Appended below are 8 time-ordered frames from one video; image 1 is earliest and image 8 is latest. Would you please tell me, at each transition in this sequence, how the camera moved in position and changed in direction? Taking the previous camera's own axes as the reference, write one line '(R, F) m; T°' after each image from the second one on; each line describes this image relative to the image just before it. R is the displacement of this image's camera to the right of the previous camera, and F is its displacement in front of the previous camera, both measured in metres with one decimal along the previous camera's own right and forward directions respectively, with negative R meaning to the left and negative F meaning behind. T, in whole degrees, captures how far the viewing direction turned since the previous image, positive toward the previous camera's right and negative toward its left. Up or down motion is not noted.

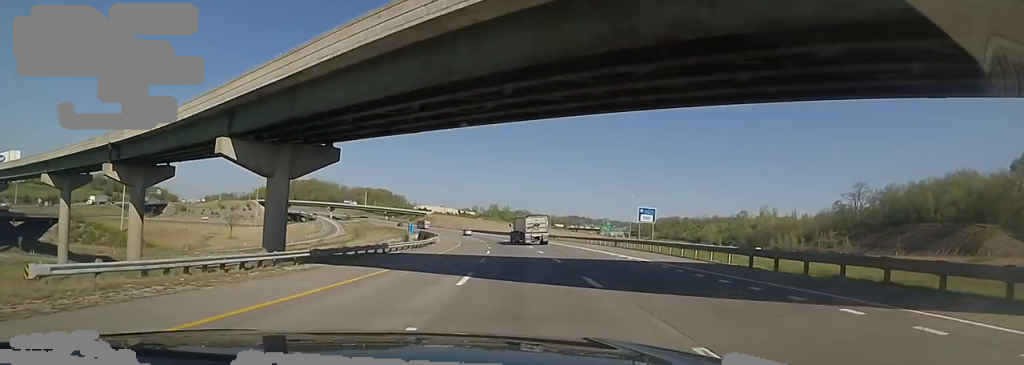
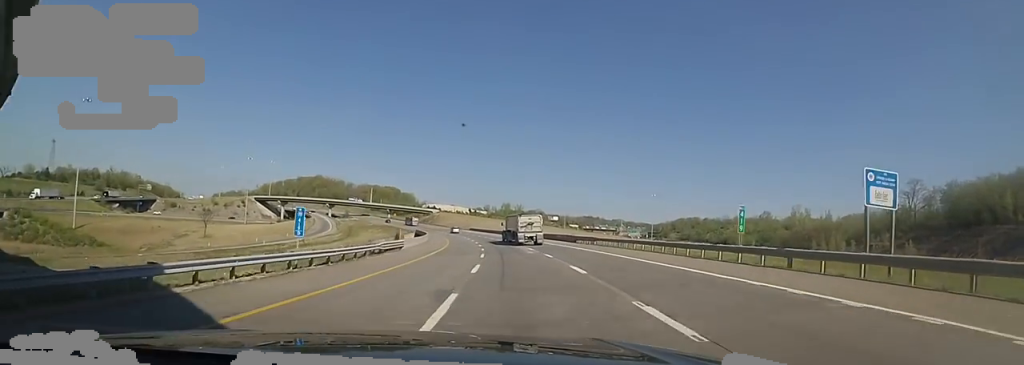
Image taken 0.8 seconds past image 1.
(-0.5, +25.5) m; -3°
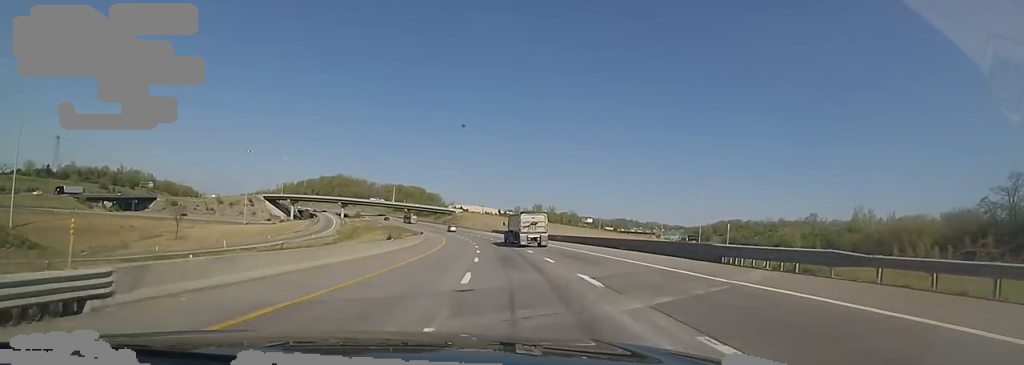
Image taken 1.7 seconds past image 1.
(-0.7, +32.1) m; -3°
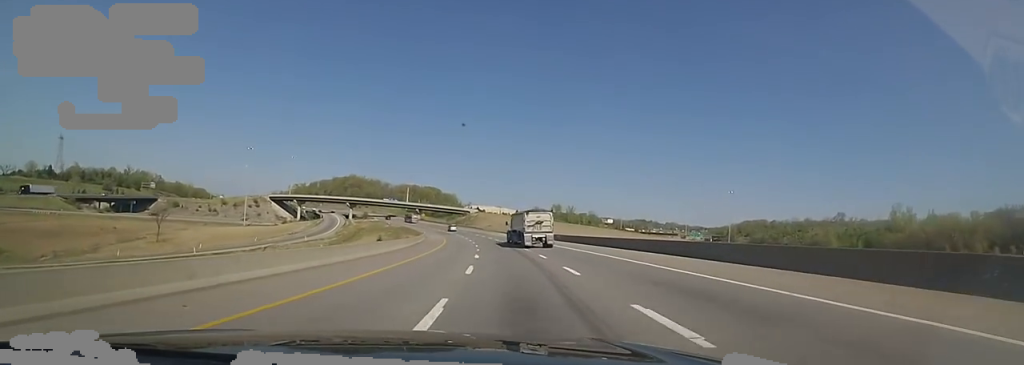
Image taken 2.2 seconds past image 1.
(-0.5, +16.5) m; -2°
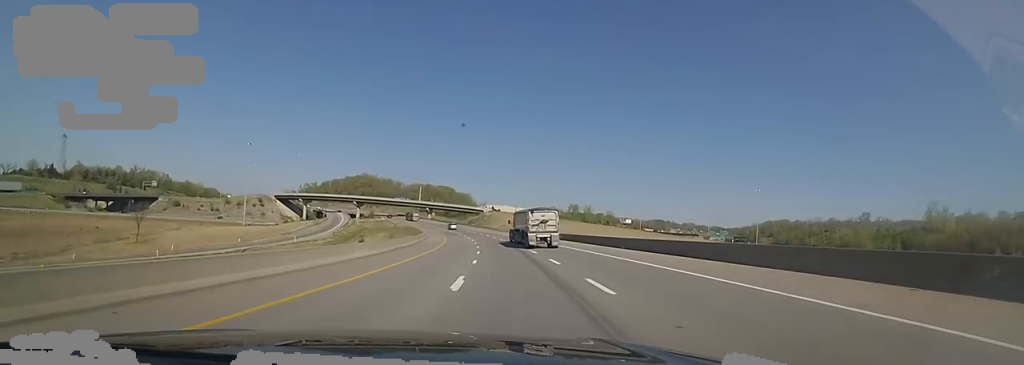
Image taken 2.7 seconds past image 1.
(-0.1, +14.4) m; -1°
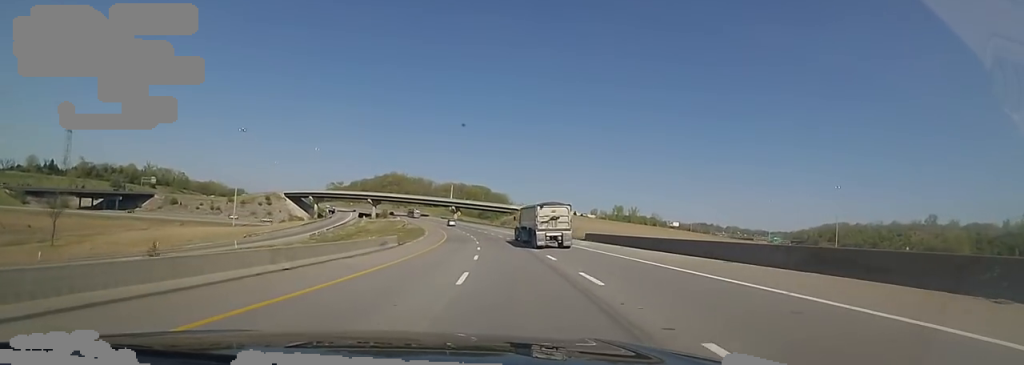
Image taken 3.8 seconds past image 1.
(-1.5, +37.3) m; -6°
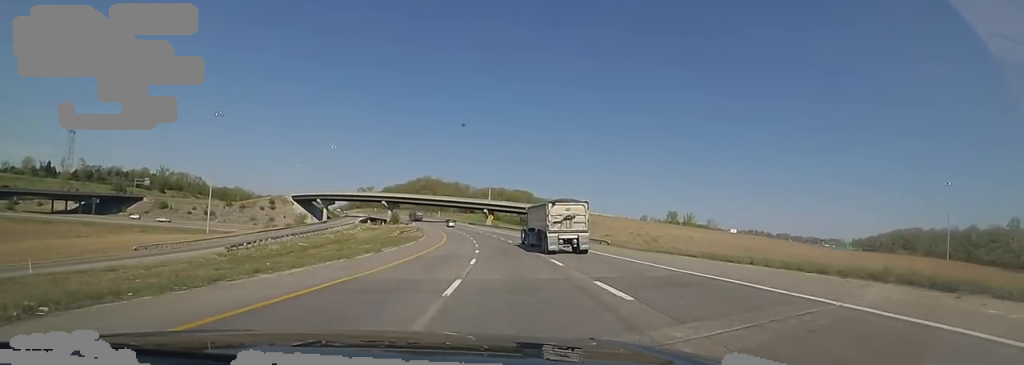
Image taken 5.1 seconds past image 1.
(-2.3, +41.4) m; -4°
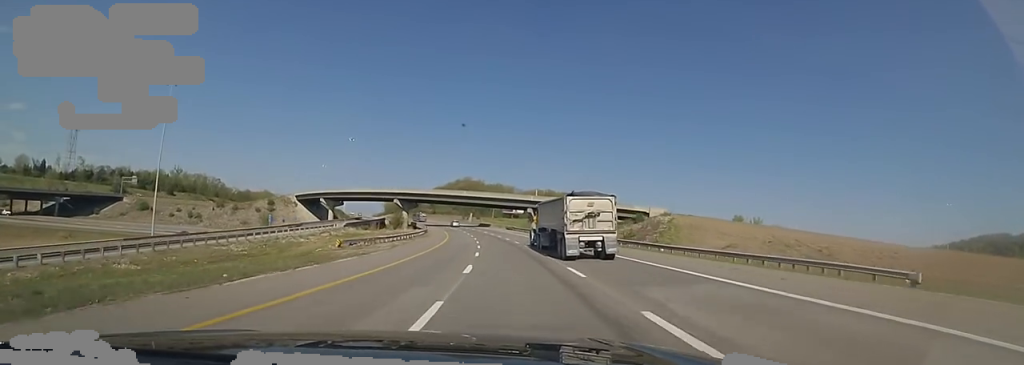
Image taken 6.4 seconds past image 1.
(-1.6, +43.0) m; -5°
